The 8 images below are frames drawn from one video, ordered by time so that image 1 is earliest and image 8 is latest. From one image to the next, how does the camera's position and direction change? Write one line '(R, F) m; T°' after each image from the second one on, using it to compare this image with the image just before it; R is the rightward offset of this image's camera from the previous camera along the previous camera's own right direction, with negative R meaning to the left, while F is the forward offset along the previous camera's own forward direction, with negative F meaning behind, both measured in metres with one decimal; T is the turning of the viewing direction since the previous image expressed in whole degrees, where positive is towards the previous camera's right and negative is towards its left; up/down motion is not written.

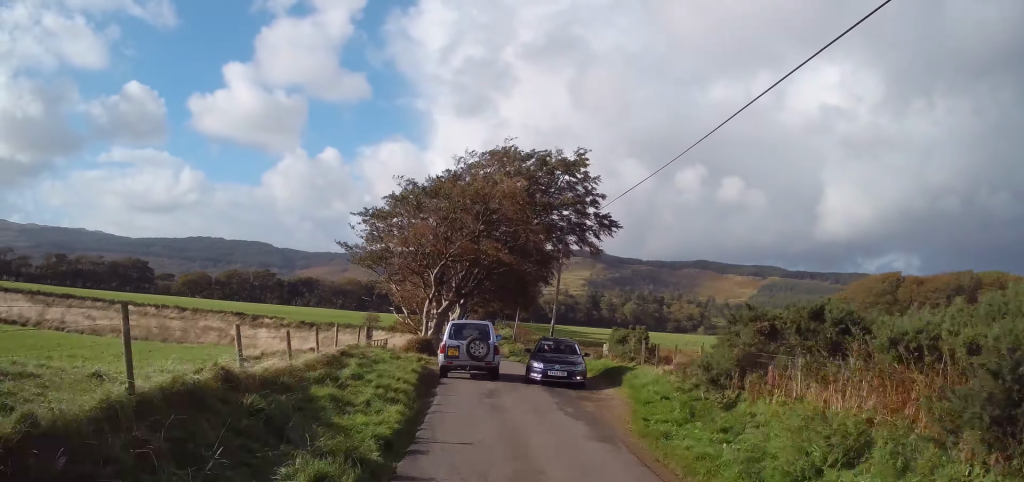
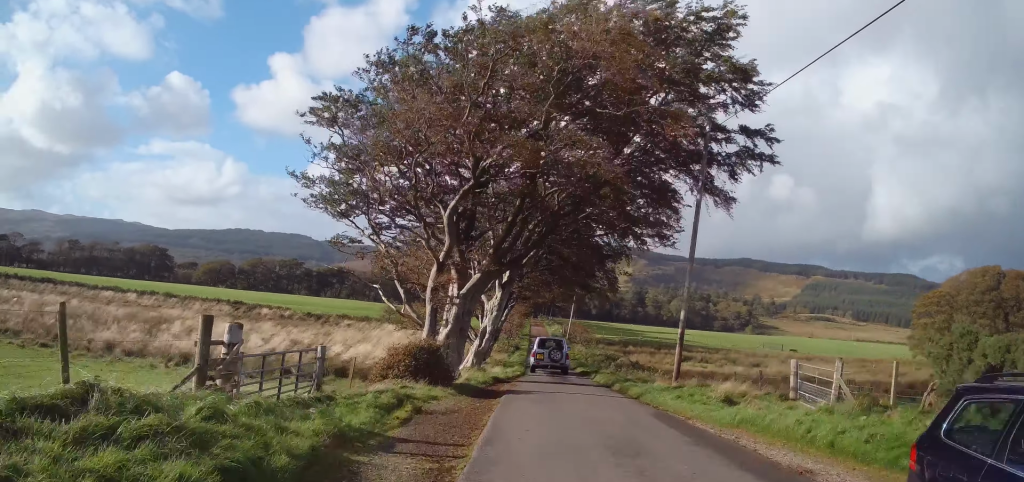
(0.0, +21.8) m; 0°
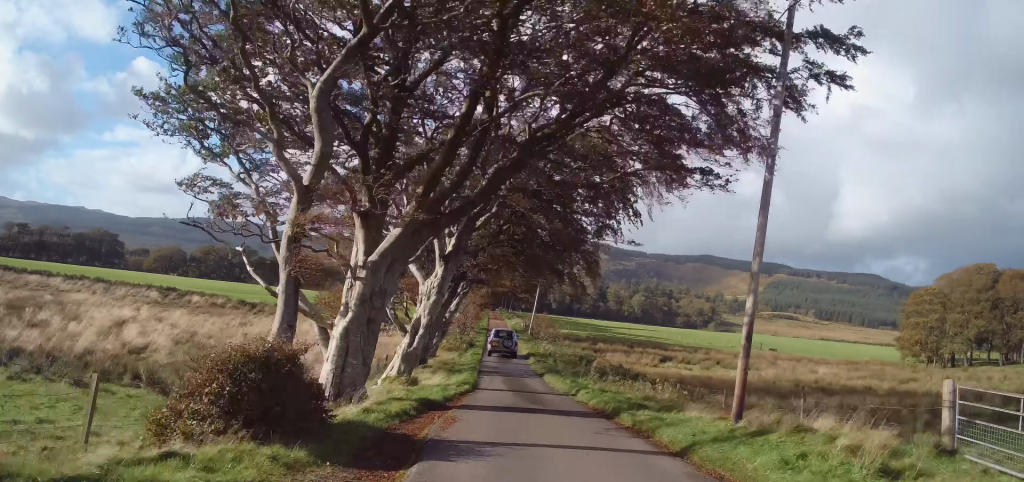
(-0.1, +10.6) m; 0°
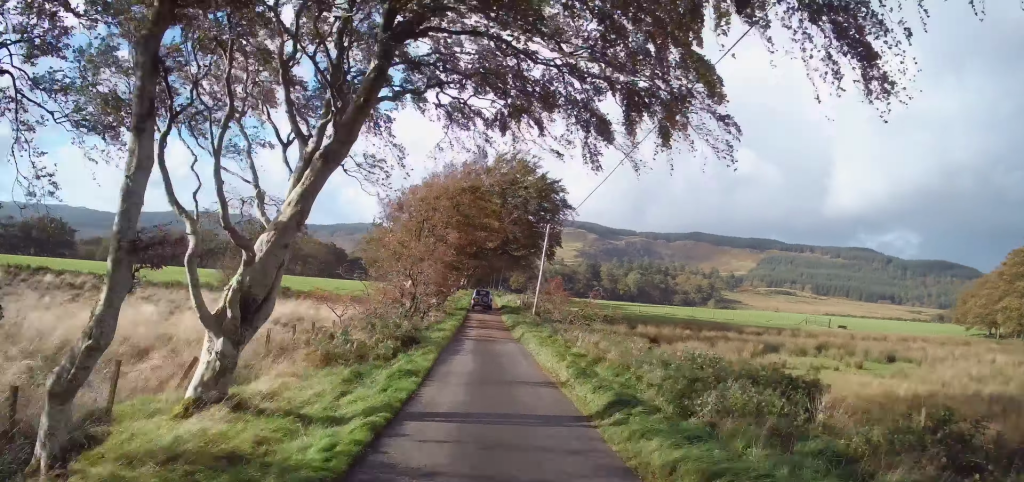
(+0.2, +28.7) m; 0°
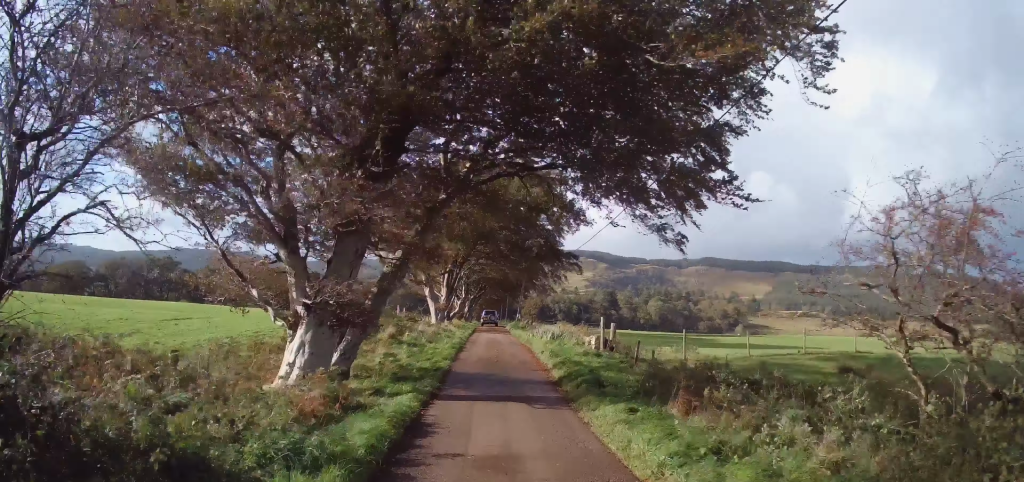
(-0.2, +36.4) m; 0°
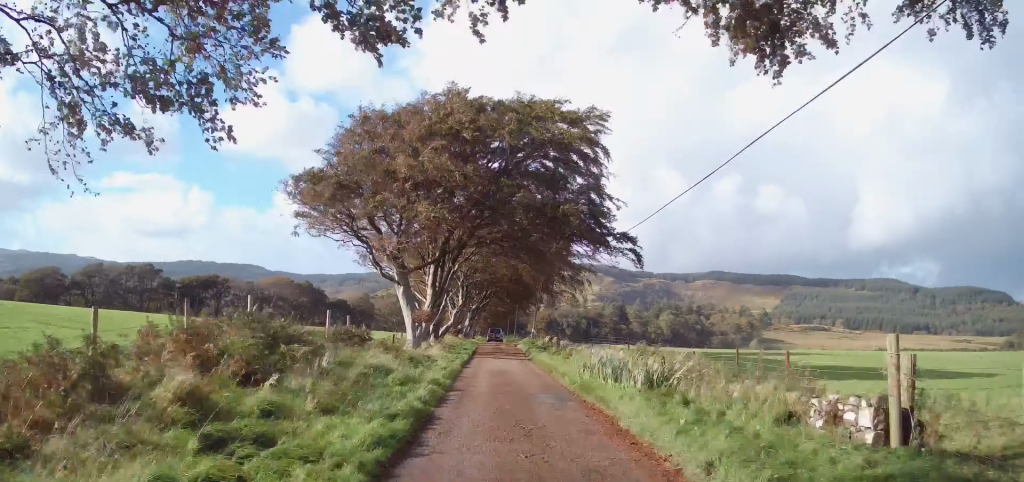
(+0.1, +14.5) m; 0°
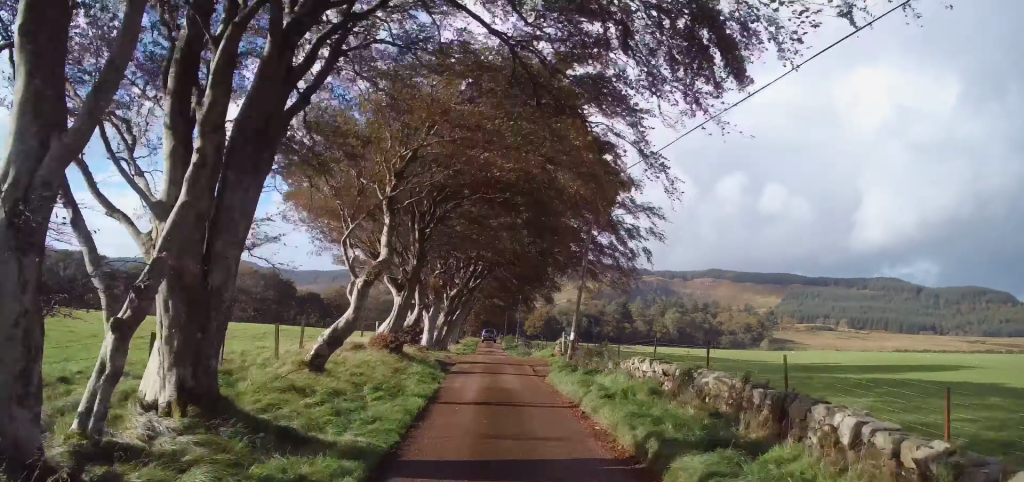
(-0.2, +26.6) m; -1°
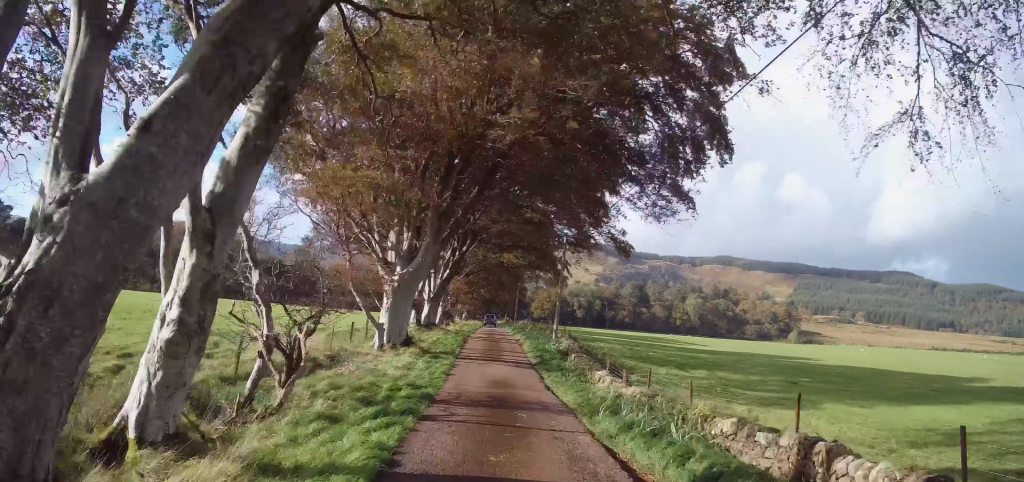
(-0.5, +40.3) m; 0°
